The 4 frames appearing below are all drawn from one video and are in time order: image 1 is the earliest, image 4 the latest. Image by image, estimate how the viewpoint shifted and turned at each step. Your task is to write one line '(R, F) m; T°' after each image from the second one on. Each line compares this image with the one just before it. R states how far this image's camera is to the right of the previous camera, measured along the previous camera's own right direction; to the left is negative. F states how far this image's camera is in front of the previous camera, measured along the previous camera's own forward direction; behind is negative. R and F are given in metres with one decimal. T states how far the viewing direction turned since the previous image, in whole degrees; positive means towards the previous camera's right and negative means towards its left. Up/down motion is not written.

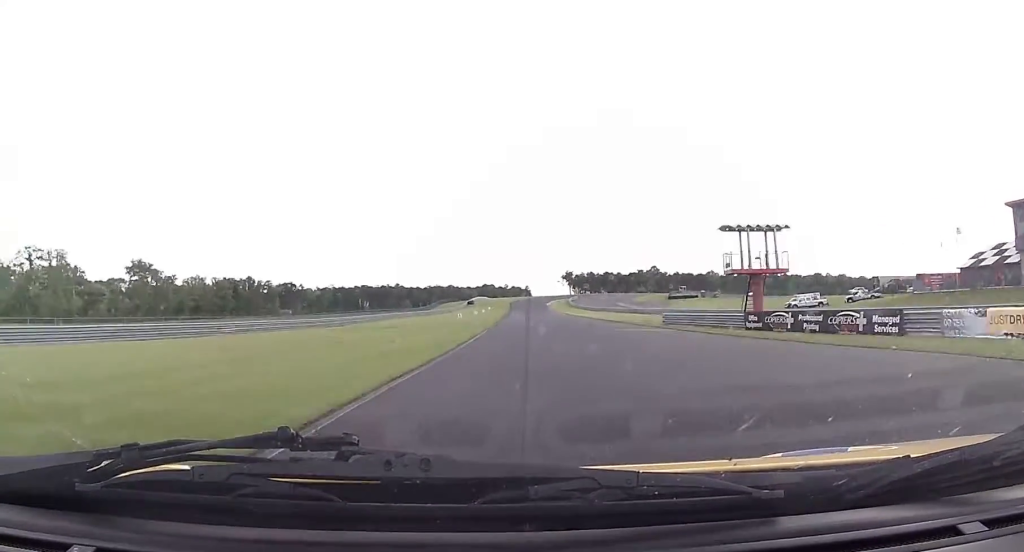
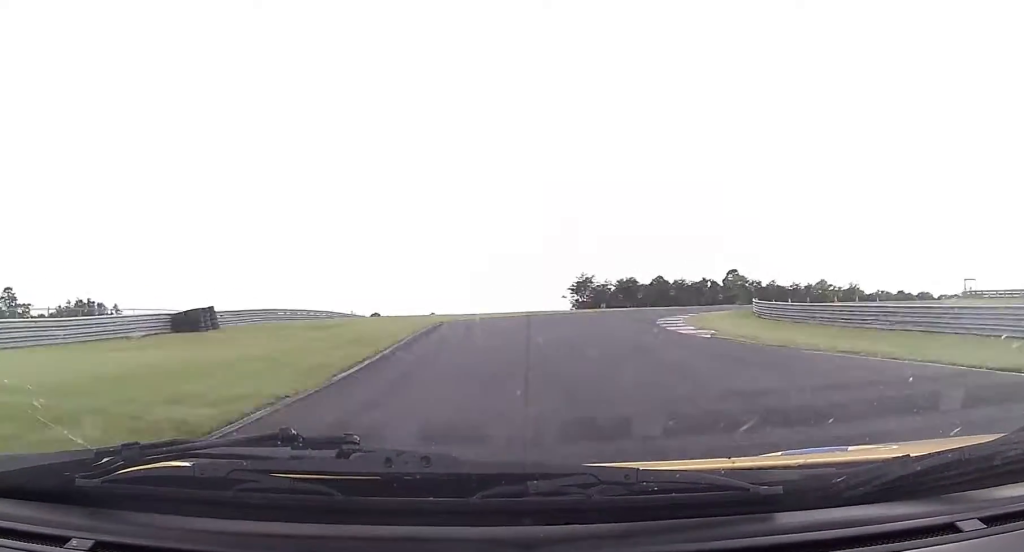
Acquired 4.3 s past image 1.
(+0.3, +186.8) m; +3°
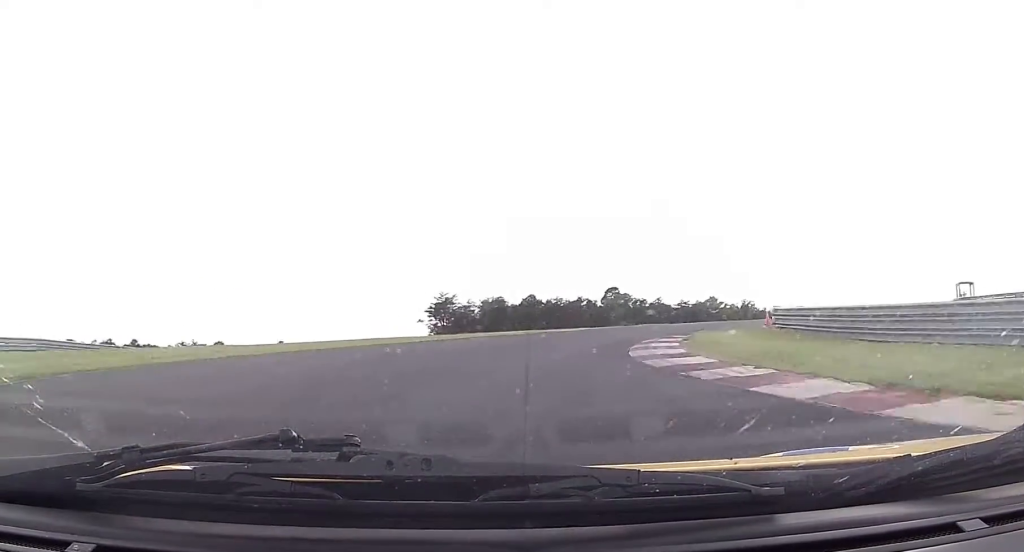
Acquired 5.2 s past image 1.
(+1.1, +28.3) m; +9°
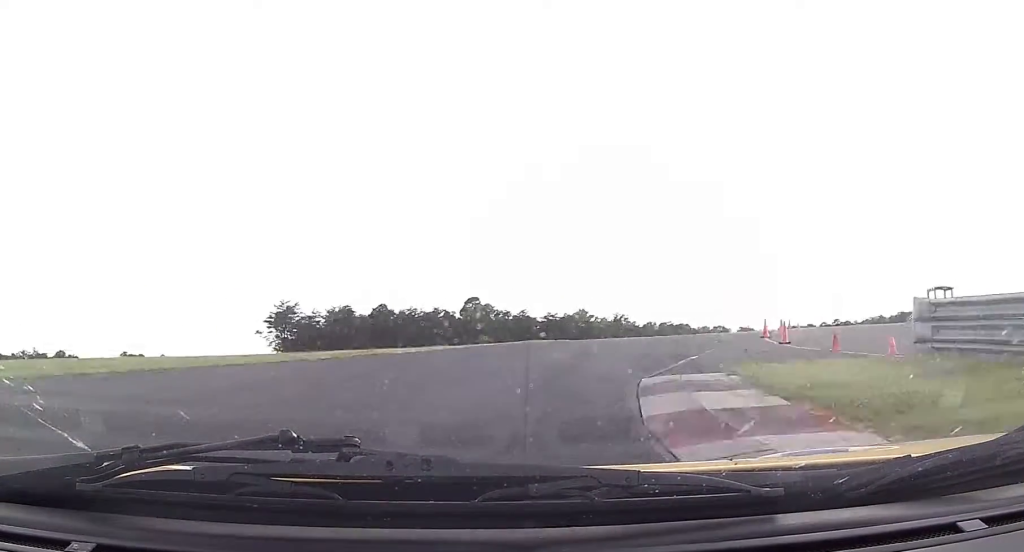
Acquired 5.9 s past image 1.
(+1.0, +18.2) m; +11°
